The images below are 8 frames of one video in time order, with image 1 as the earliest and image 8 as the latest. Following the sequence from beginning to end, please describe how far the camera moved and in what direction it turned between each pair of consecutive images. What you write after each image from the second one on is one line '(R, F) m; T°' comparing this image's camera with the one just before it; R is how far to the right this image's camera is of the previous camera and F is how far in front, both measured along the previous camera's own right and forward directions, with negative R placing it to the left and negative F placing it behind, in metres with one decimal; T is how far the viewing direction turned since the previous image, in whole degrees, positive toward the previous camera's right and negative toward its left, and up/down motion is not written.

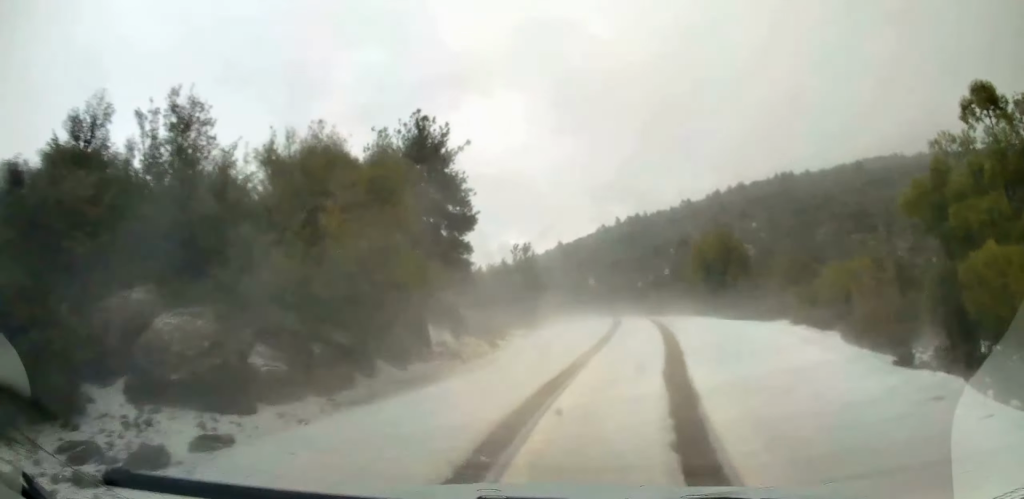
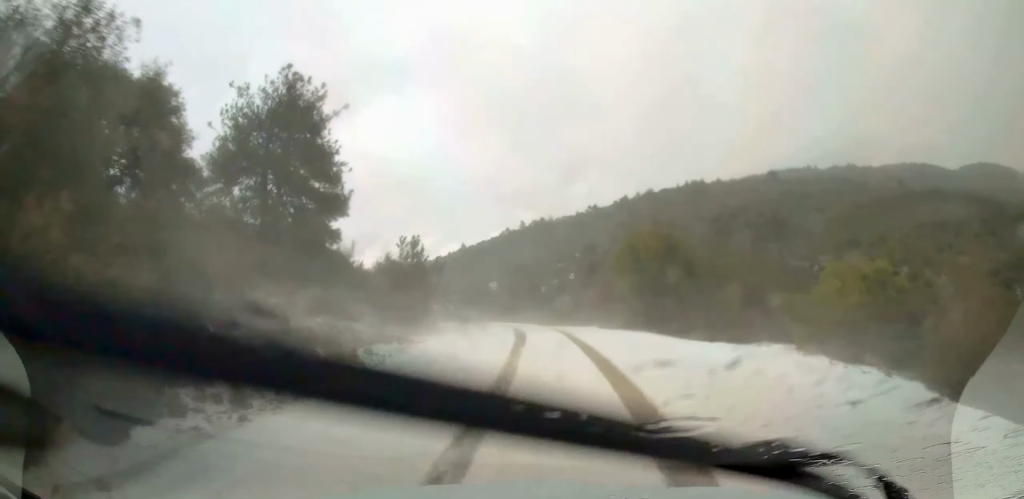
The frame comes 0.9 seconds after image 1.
(+0.5, +8.1) m; +6°
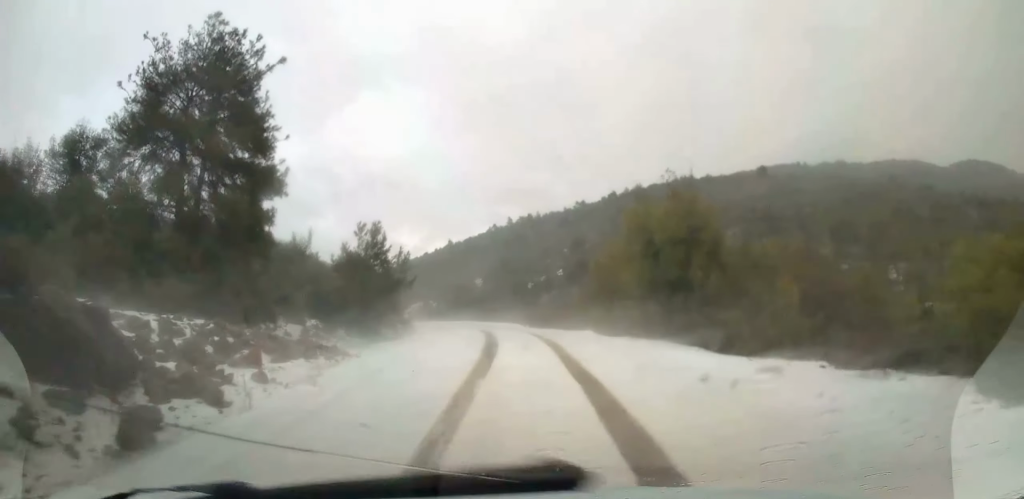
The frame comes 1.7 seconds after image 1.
(+0.3, +7.1) m; +3°
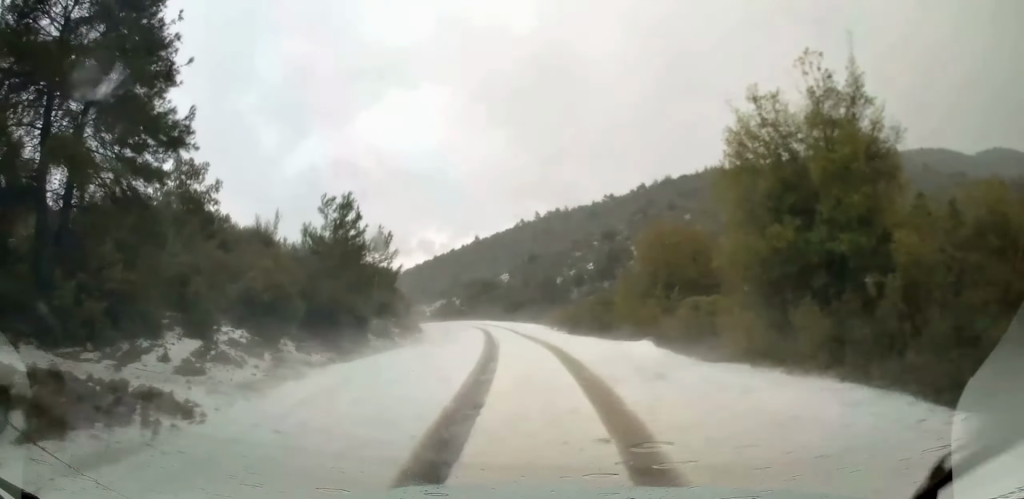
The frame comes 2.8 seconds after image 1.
(0.0, +10.6) m; -2°
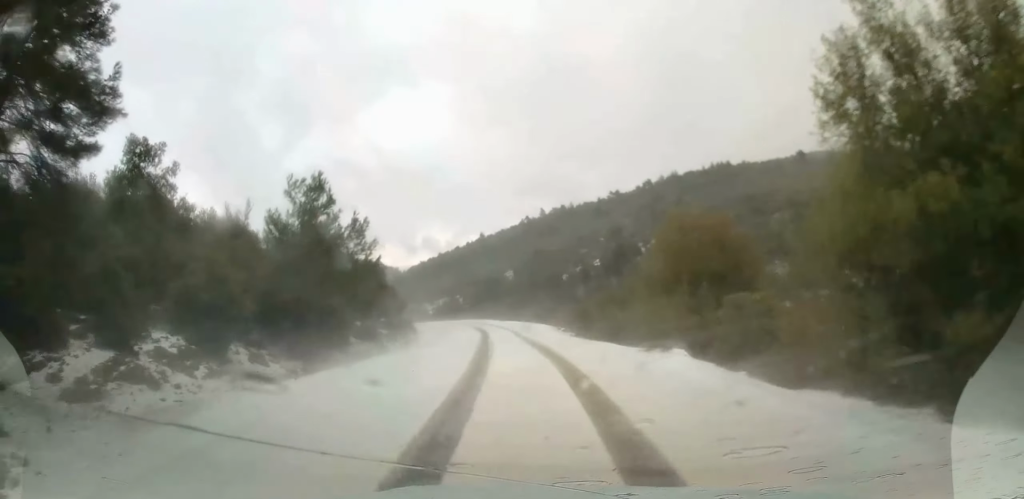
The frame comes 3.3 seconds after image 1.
(-0.1, +4.4) m; -1°
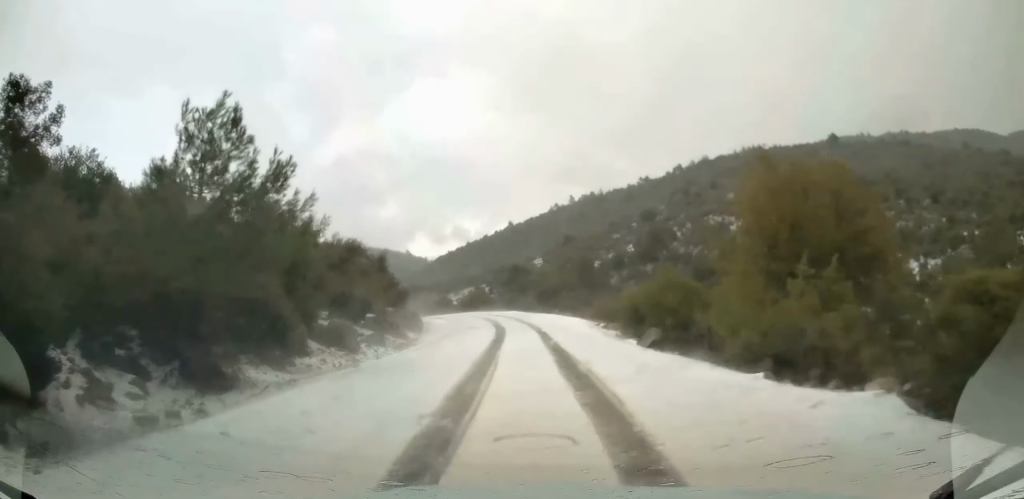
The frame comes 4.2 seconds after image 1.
(-0.2, +9.1) m; -3°
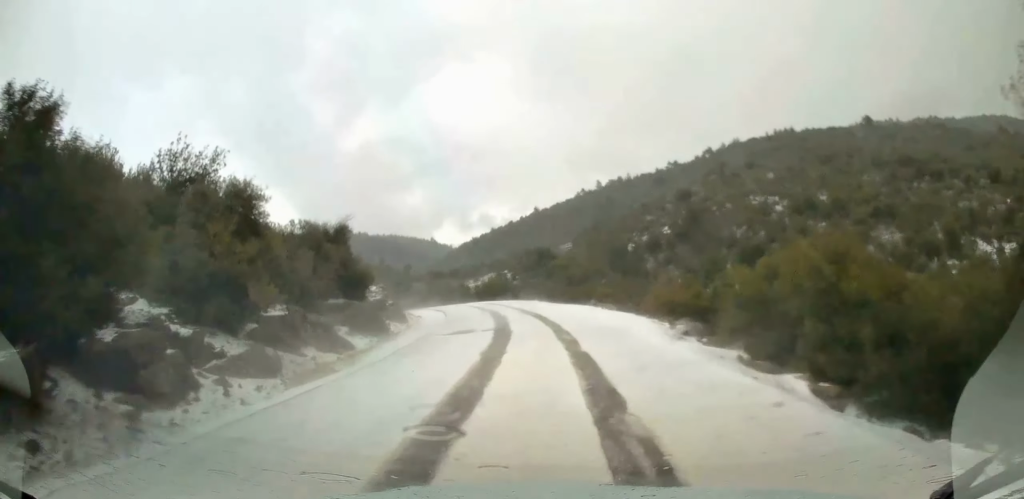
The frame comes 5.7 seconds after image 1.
(-0.6, +13.8) m; -4°
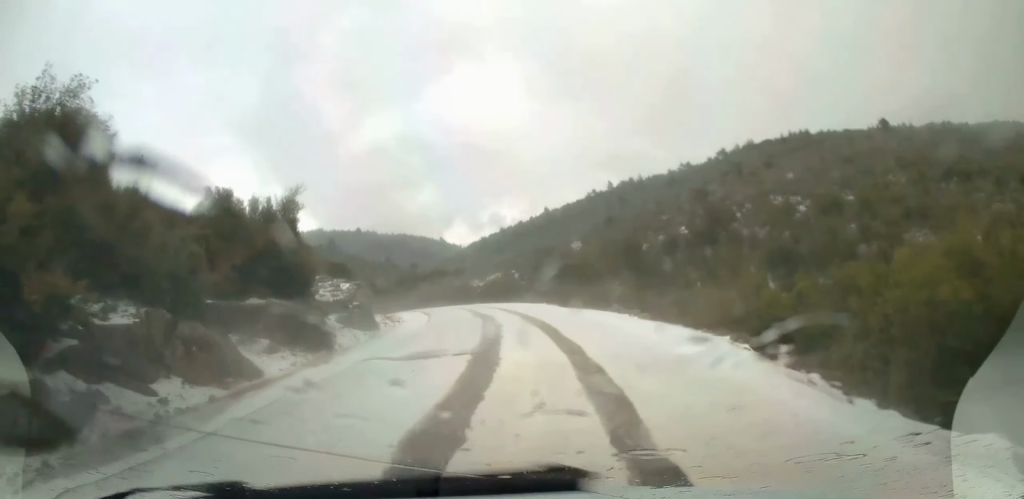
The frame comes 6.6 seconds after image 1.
(-0.1, +8.0) m; -2°
